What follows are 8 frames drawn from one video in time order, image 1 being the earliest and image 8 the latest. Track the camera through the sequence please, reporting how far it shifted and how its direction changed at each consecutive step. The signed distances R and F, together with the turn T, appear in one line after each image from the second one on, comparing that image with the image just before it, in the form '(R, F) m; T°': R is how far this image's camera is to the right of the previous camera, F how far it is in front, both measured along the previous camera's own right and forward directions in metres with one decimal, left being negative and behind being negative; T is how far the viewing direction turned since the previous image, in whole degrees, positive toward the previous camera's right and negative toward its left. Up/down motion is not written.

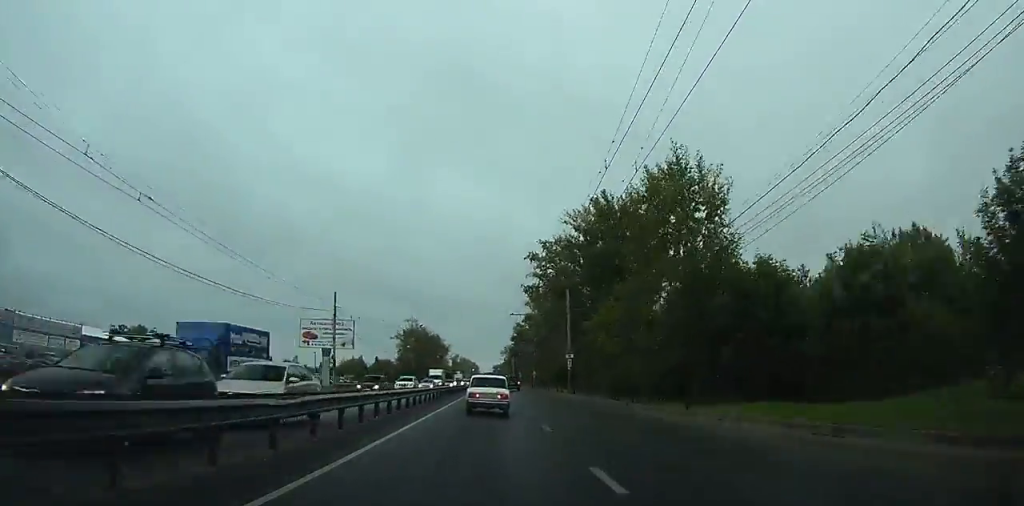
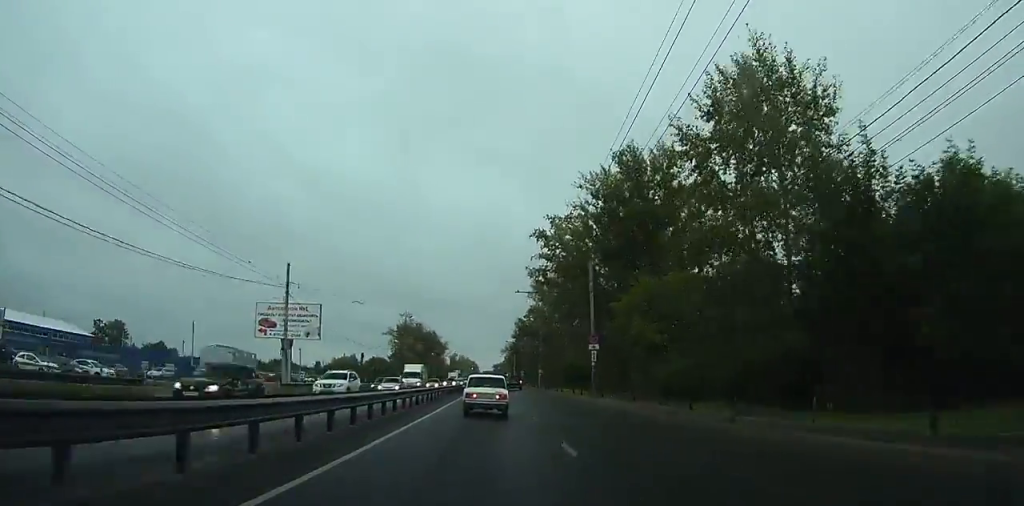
(0.0, +10.0) m; 0°
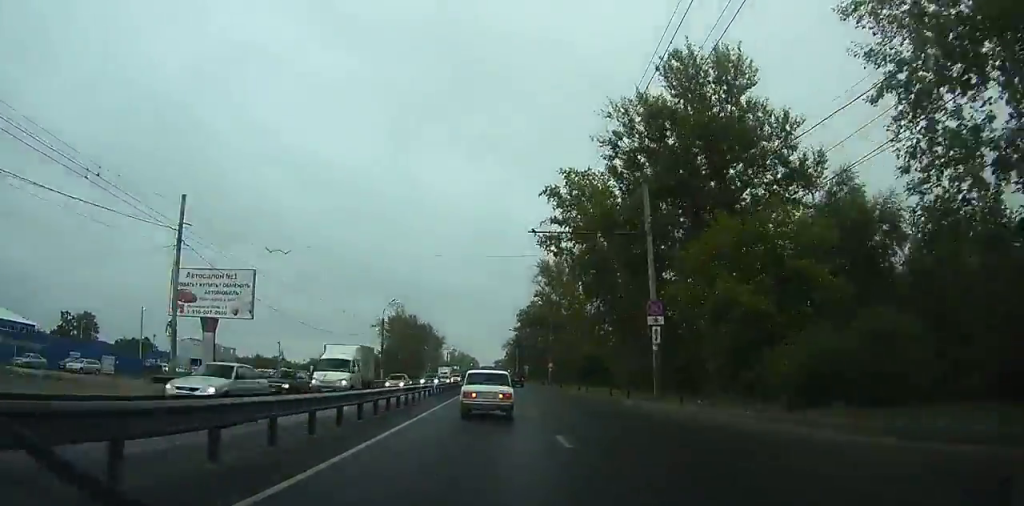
(0.0, +11.7) m; 0°
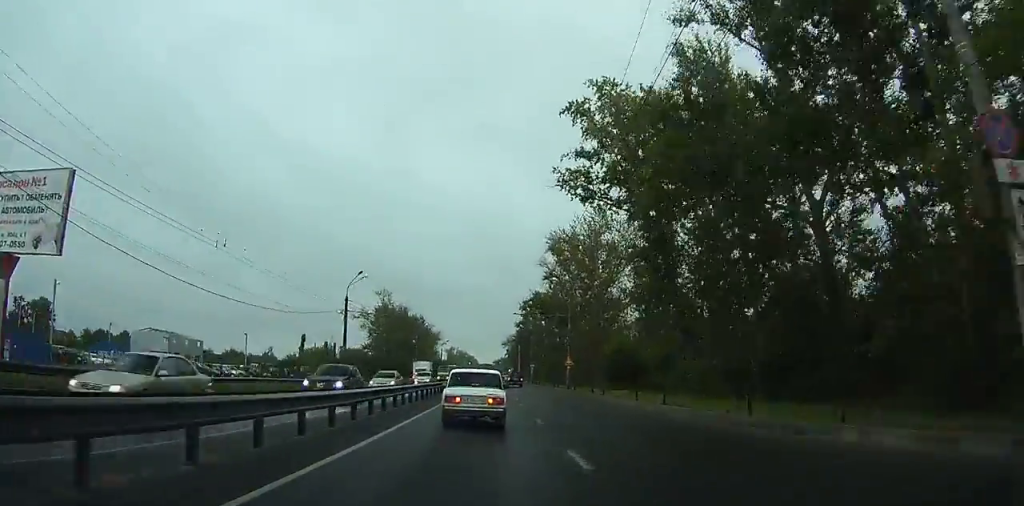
(0.0, +15.0) m; 0°
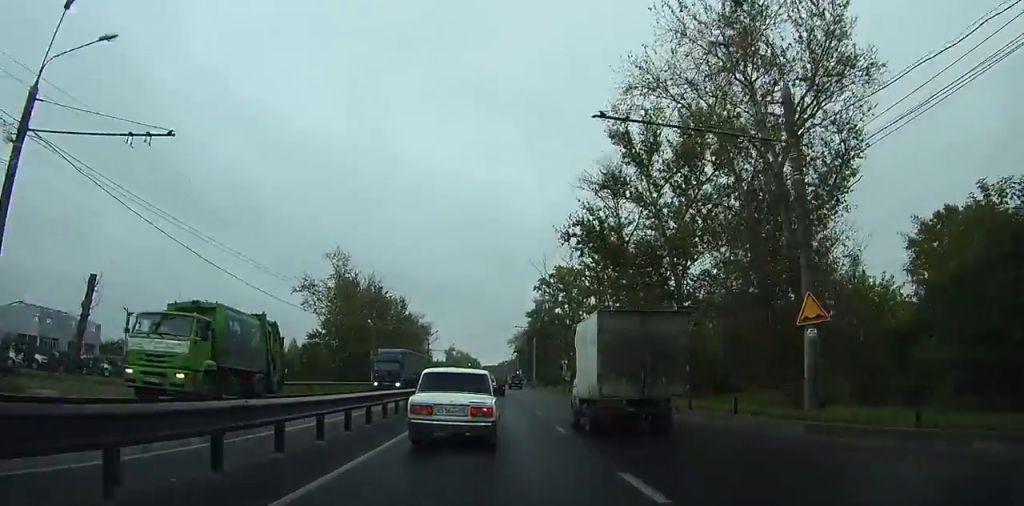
(-0.5, +38.7) m; 0°
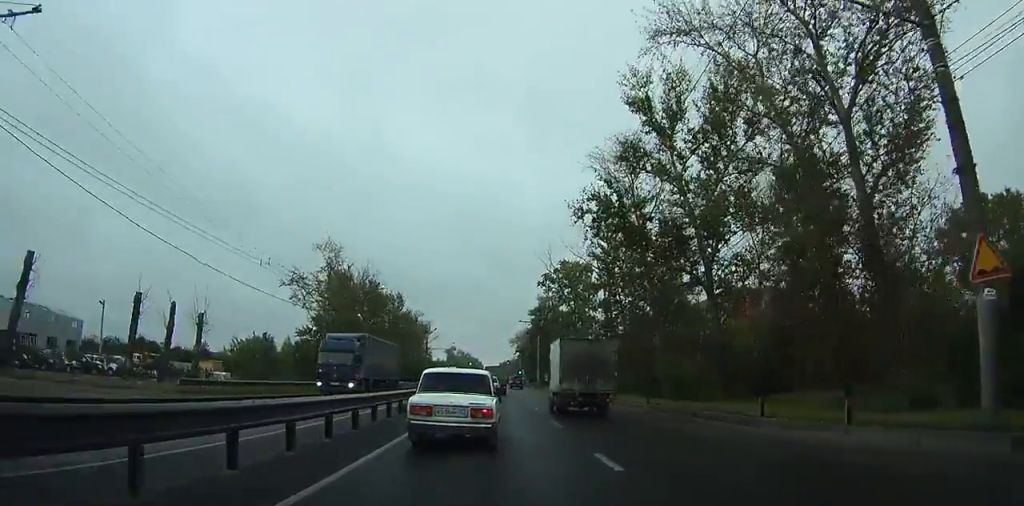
(0.0, +5.6) m; +1°
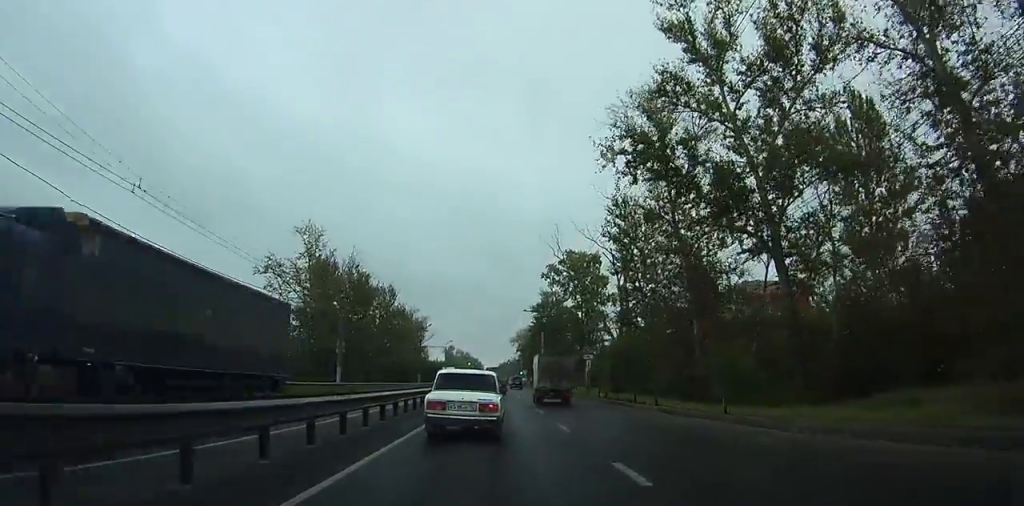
(+0.1, +8.6) m; +1°
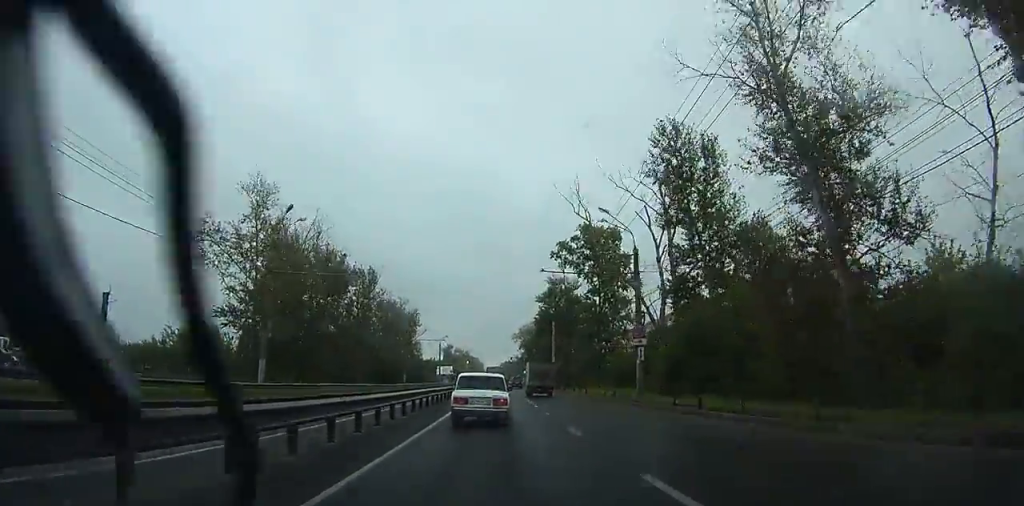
(+0.3, +14.0) m; 0°
